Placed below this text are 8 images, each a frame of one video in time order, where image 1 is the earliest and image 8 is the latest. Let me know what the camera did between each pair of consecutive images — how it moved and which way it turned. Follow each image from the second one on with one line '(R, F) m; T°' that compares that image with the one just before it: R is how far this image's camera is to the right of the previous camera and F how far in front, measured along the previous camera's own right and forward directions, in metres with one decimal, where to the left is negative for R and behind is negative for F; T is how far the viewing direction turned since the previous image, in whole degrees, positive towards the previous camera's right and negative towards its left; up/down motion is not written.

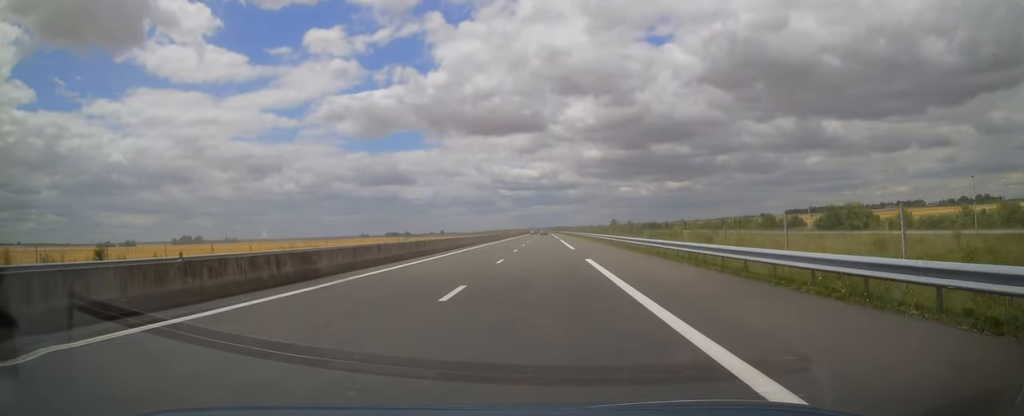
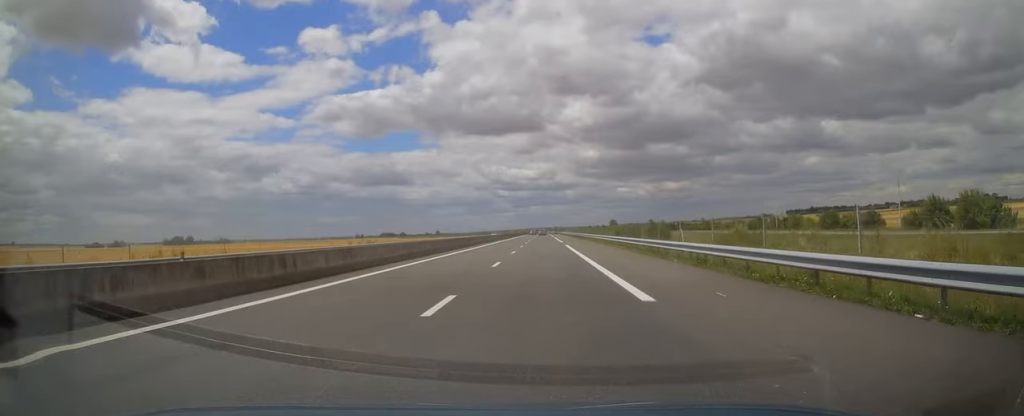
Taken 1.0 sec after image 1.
(0.0, +28.0) m; 0°
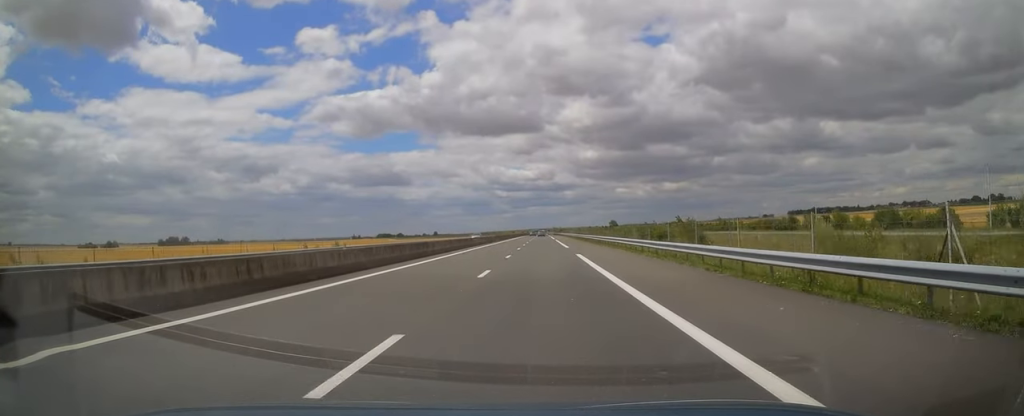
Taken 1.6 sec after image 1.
(0.0, +17.6) m; 0°
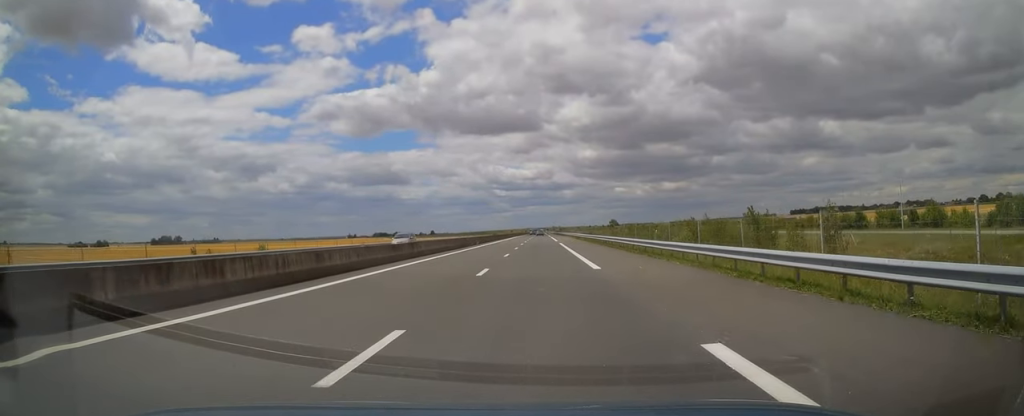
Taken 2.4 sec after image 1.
(0.0, +25.5) m; 0°
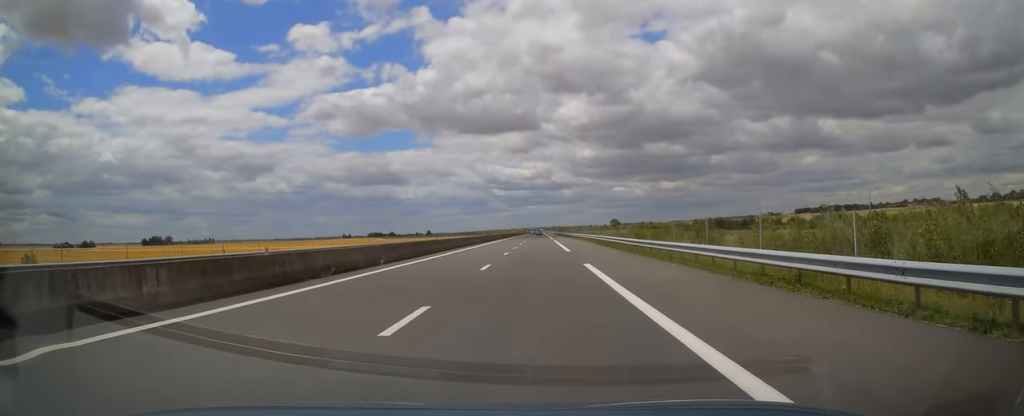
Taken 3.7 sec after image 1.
(0.0, +36.3) m; 0°
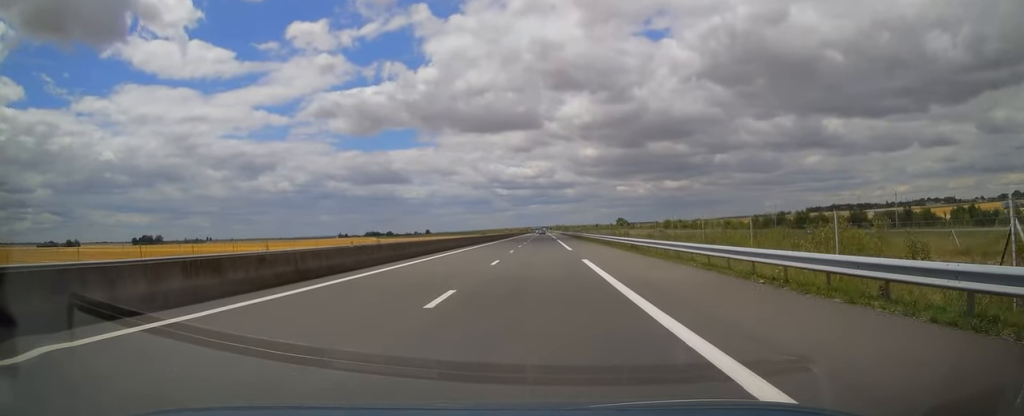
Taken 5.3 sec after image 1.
(+0.4, +49.0) m; 0°
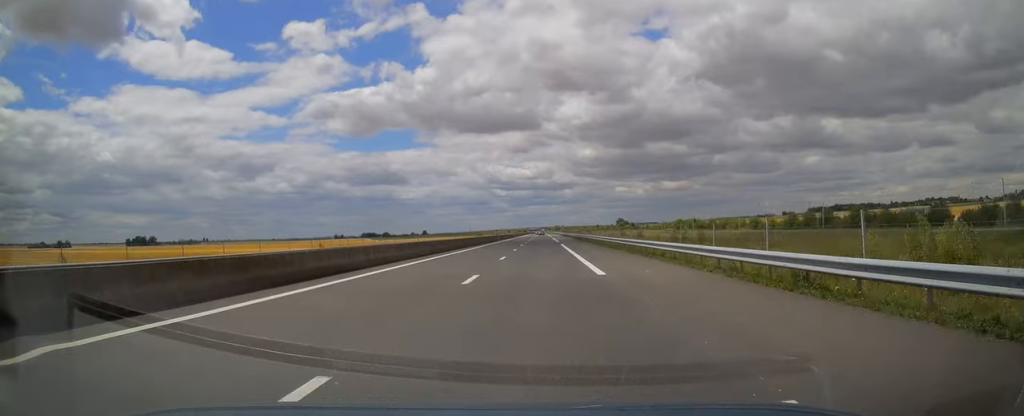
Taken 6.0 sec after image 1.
(-0.1, +21.0) m; 0°
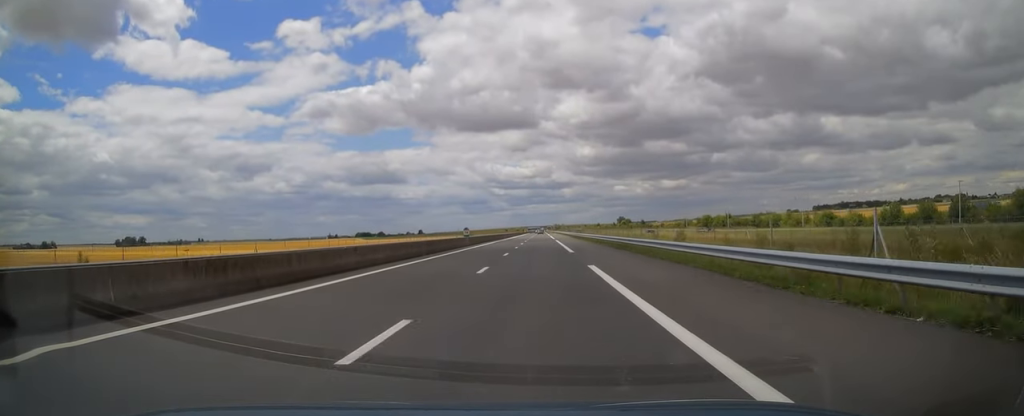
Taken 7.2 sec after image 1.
(-0.2, +35.1) m; 0°
